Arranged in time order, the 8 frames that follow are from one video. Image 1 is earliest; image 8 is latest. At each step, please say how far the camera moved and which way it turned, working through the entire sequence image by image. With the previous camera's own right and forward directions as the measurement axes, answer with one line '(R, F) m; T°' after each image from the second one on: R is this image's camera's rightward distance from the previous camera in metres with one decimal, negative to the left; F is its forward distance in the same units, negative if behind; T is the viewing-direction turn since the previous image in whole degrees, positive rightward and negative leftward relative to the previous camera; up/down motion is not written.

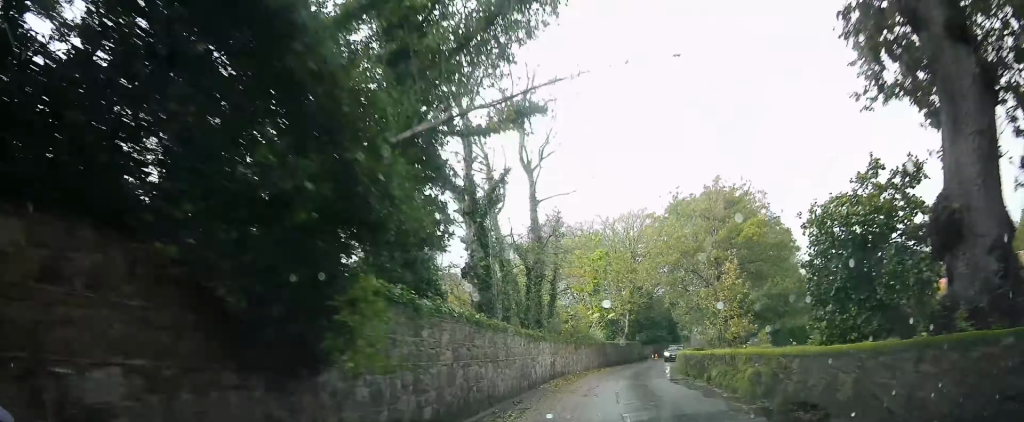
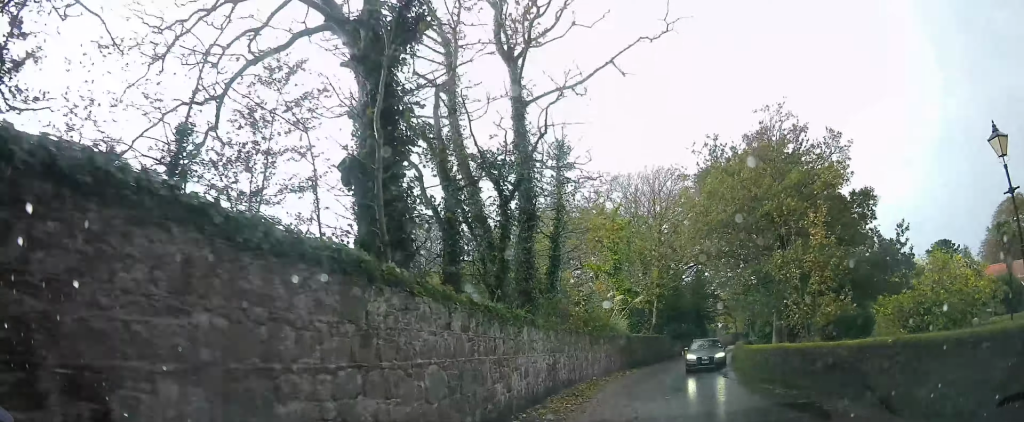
(+0.4, +7.6) m; 0°
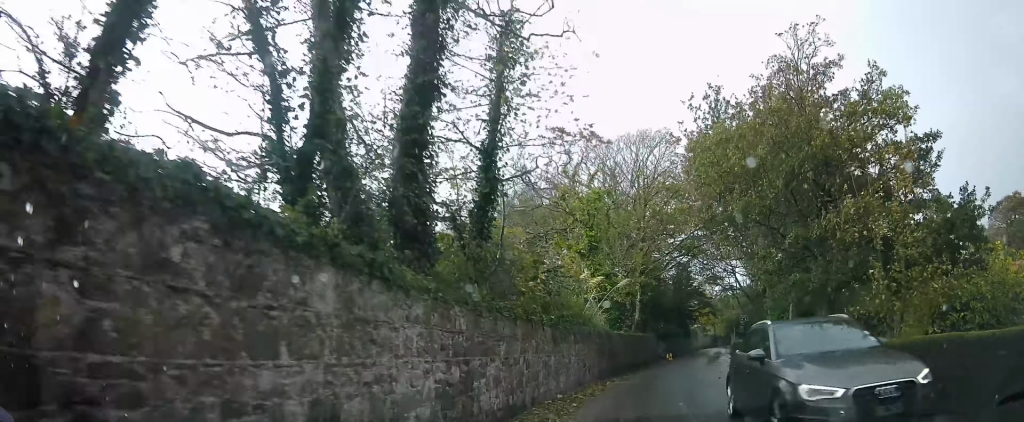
(-0.4, +6.3) m; -1°
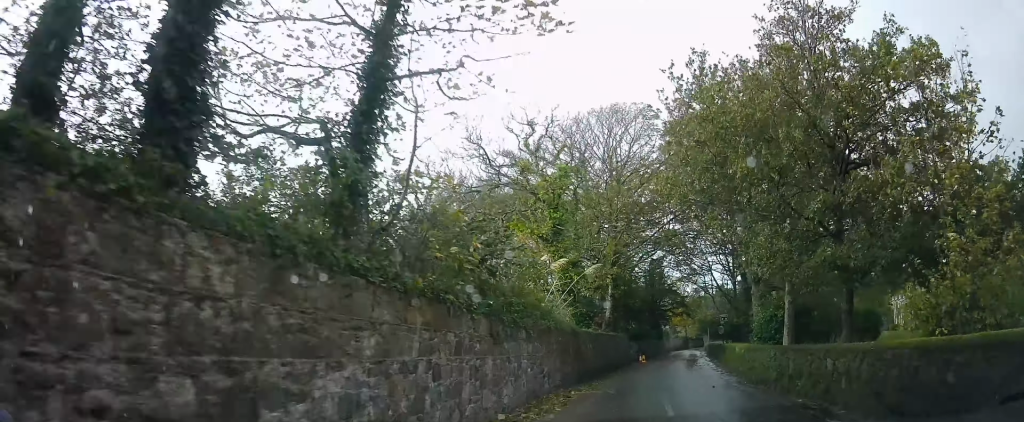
(-0.1, +3.4) m; 0°
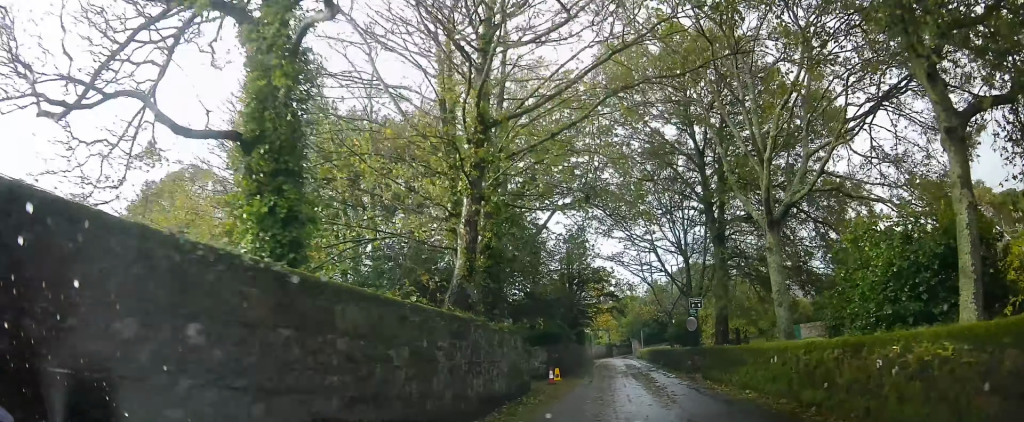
(+0.9, +15.0) m; +8°
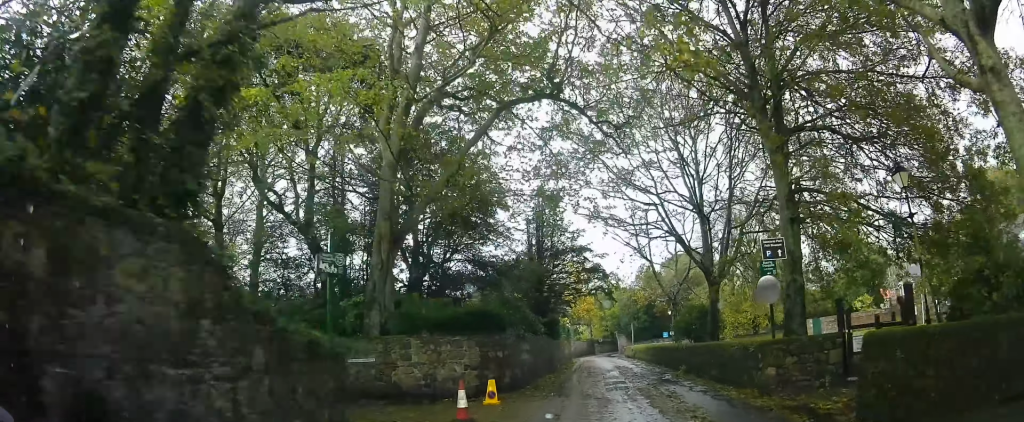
(+1.1, +10.6) m; +7°
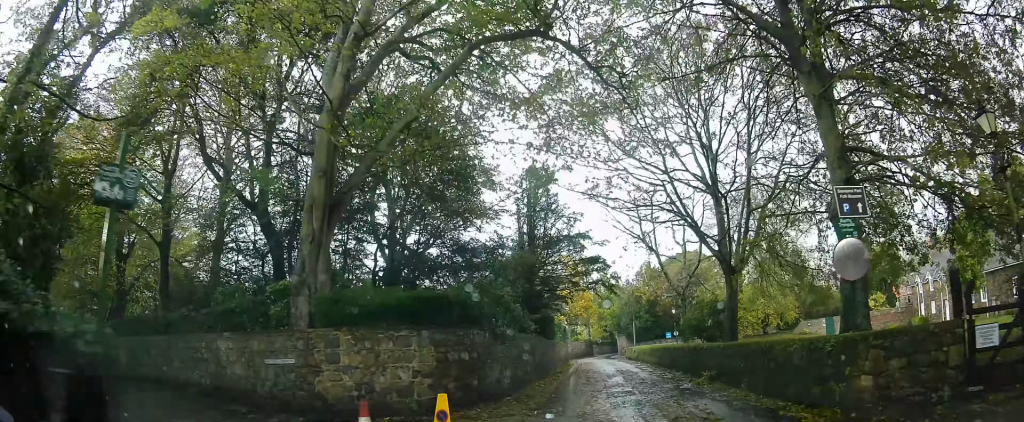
(0.0, +3.5) m; +1°
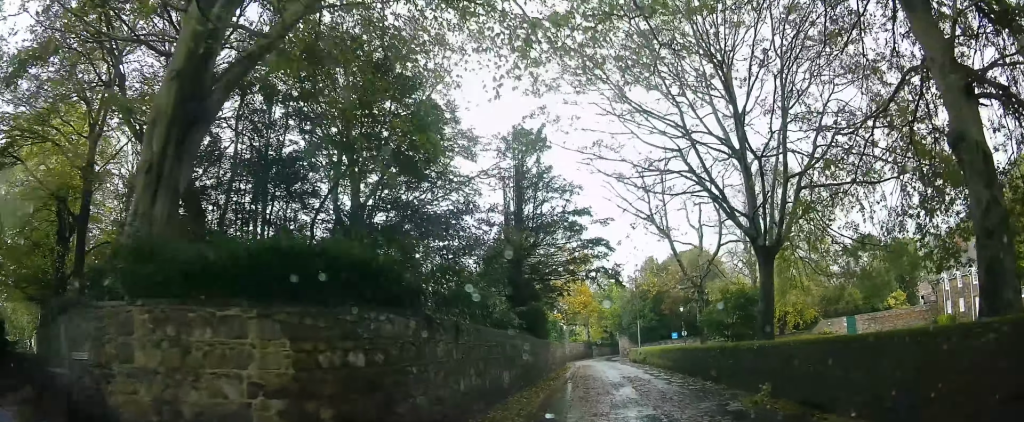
(+0.1, +4.7) m; -1°
